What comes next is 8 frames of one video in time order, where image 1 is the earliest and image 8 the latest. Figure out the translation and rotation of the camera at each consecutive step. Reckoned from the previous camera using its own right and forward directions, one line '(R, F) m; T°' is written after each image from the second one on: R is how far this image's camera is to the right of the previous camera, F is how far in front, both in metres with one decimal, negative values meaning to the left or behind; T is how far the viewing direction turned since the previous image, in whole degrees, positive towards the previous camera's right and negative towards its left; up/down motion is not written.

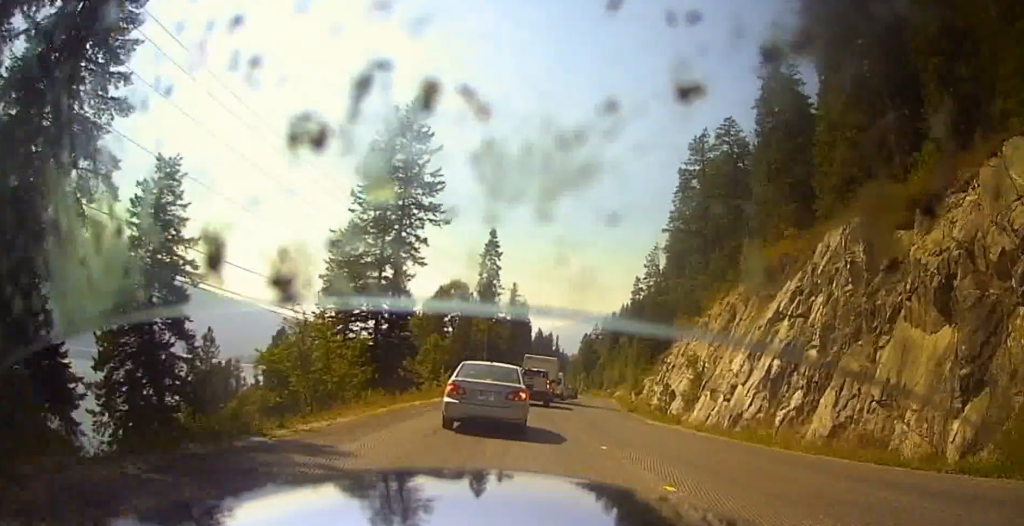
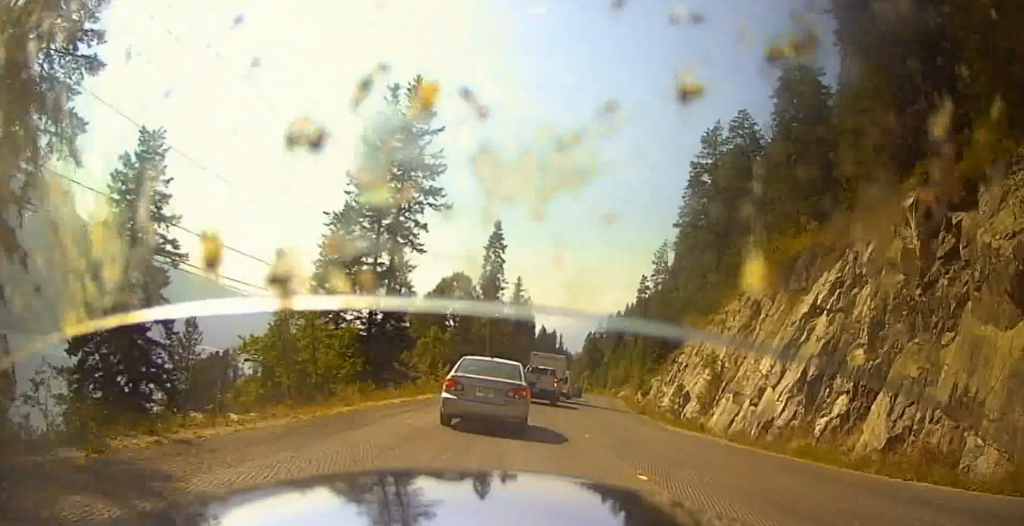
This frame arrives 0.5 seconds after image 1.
(-0.1, +3.1) m; -3°
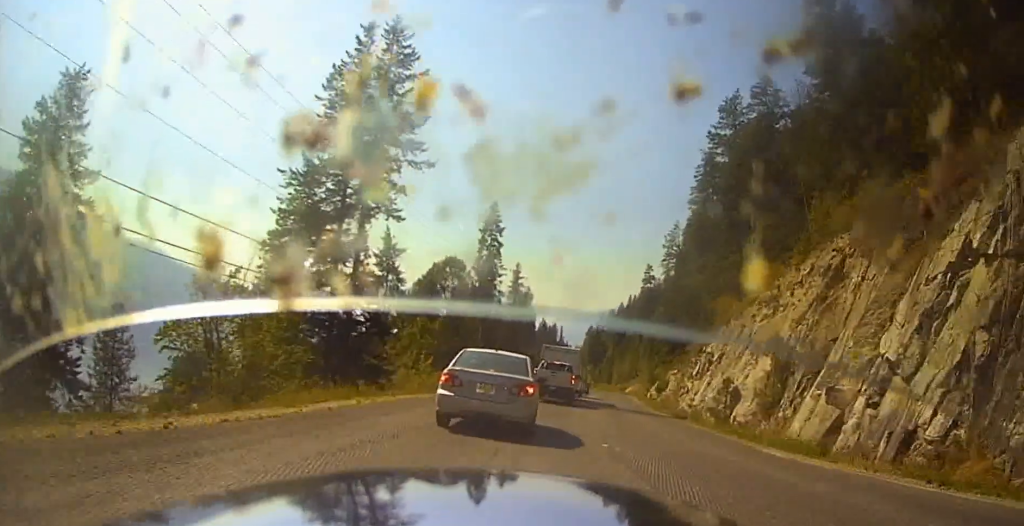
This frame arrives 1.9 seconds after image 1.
(-0.4, +8.0) m; -3°
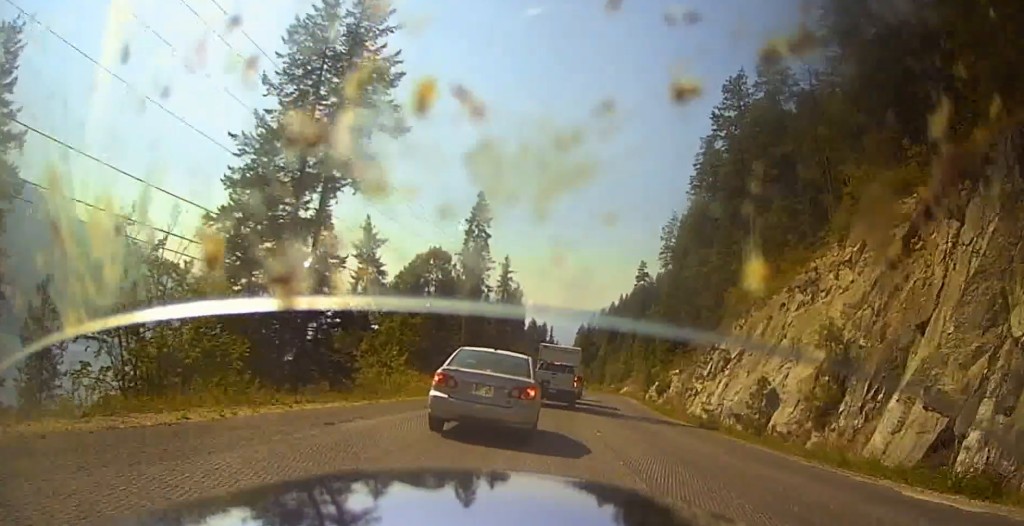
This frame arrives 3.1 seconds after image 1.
(-0.3, +5.6) m; +2°
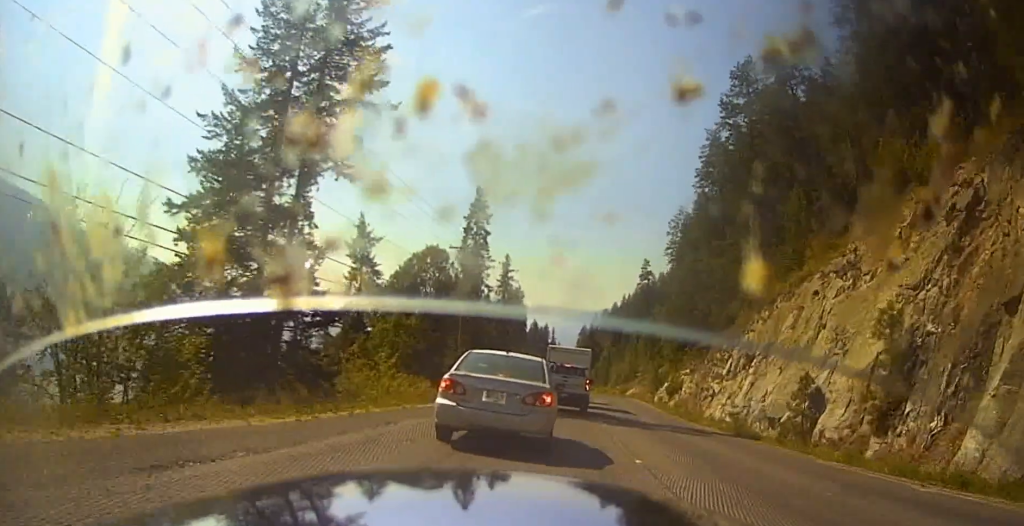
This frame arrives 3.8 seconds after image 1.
(+0.4, +3.3) m; +7°
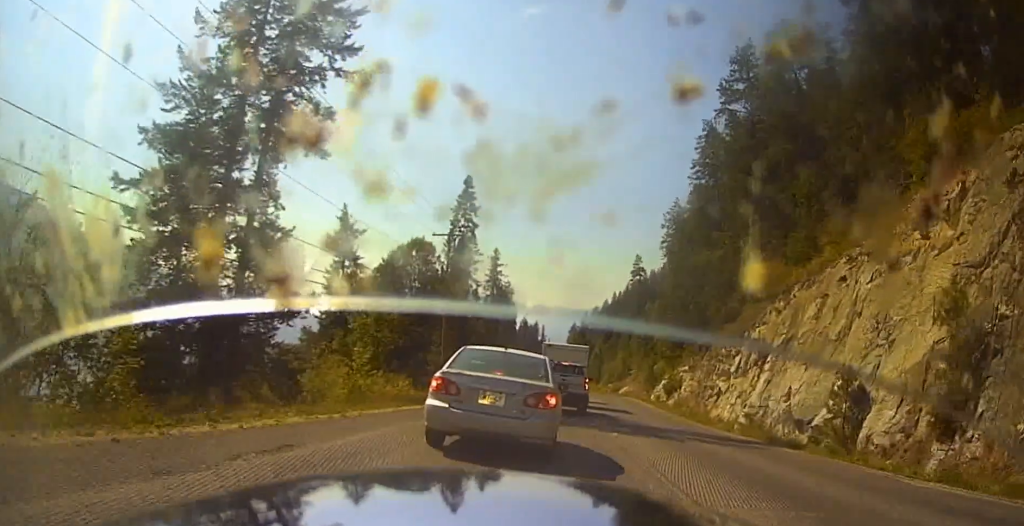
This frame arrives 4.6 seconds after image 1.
(+0.3, +3.0) m; +2°
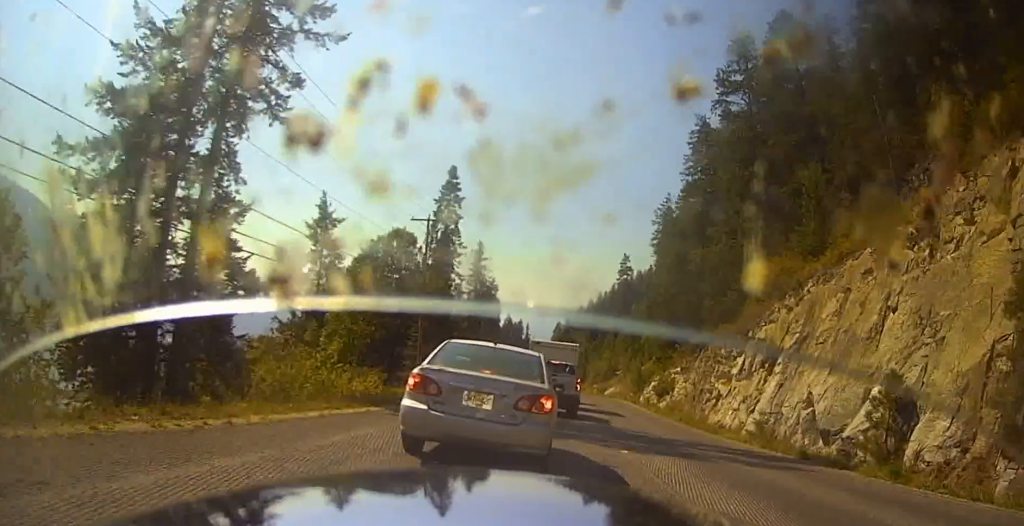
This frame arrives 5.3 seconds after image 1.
(0.0, +2.3) m; -5°
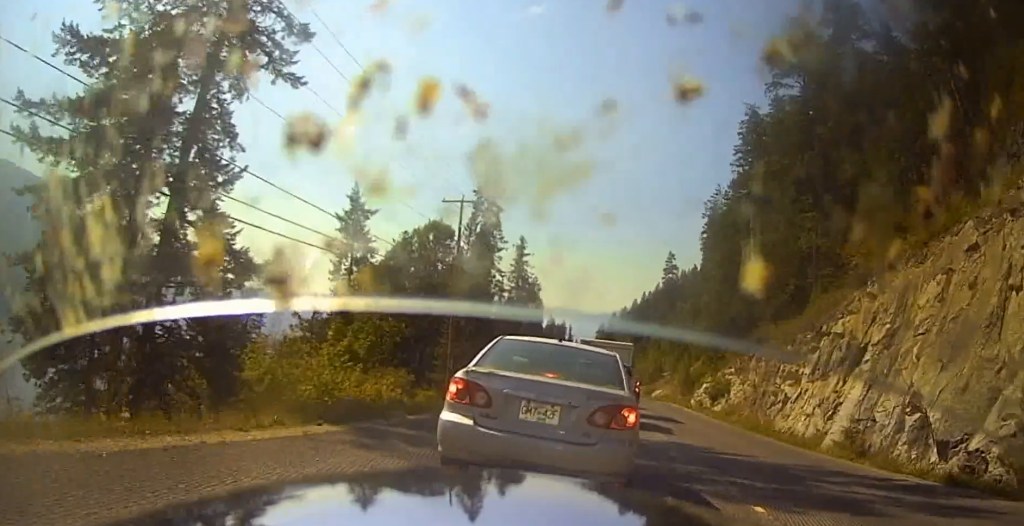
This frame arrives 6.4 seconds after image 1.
(-0.3, +2.5) m; +1°
